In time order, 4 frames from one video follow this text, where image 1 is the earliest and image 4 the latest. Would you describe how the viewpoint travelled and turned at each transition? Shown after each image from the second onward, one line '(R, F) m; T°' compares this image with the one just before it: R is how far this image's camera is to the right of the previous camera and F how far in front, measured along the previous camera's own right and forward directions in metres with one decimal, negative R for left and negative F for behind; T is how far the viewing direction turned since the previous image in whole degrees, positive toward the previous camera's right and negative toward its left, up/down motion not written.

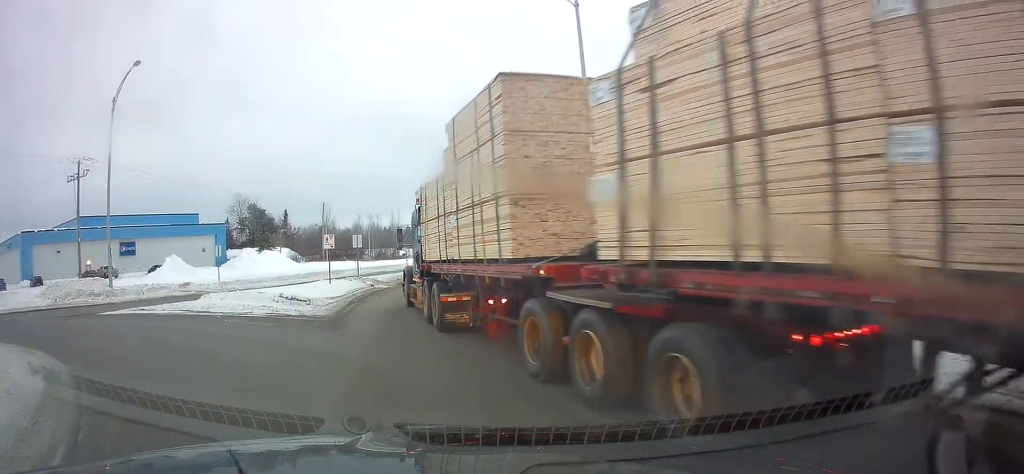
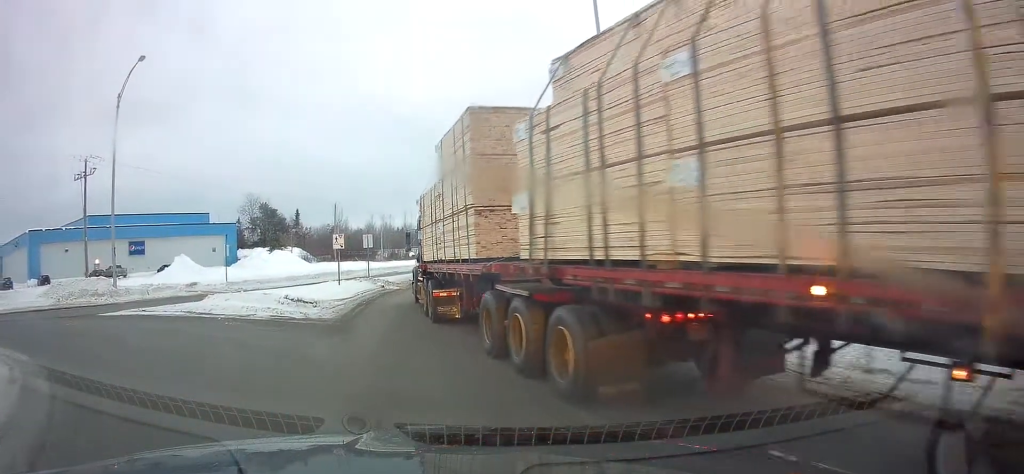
(+0.1, +0.9) m; 0°
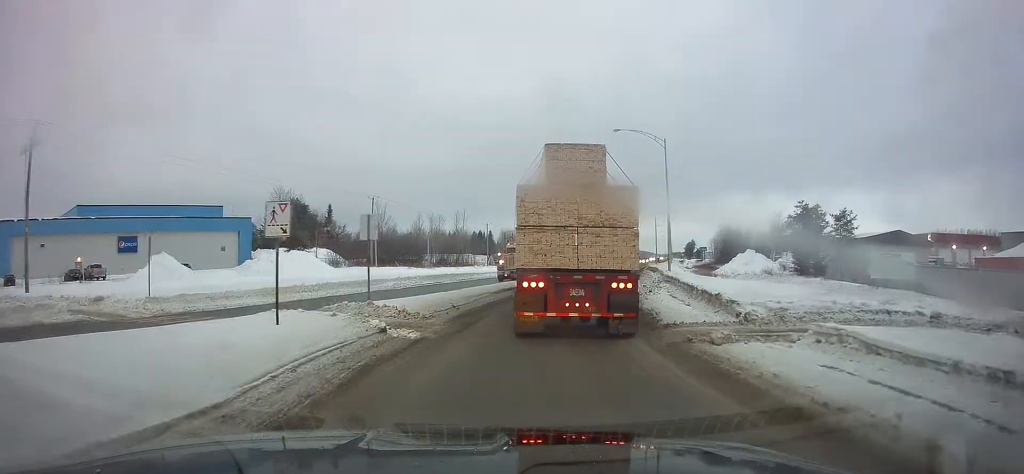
(-1.4, +17.6) m; -3°
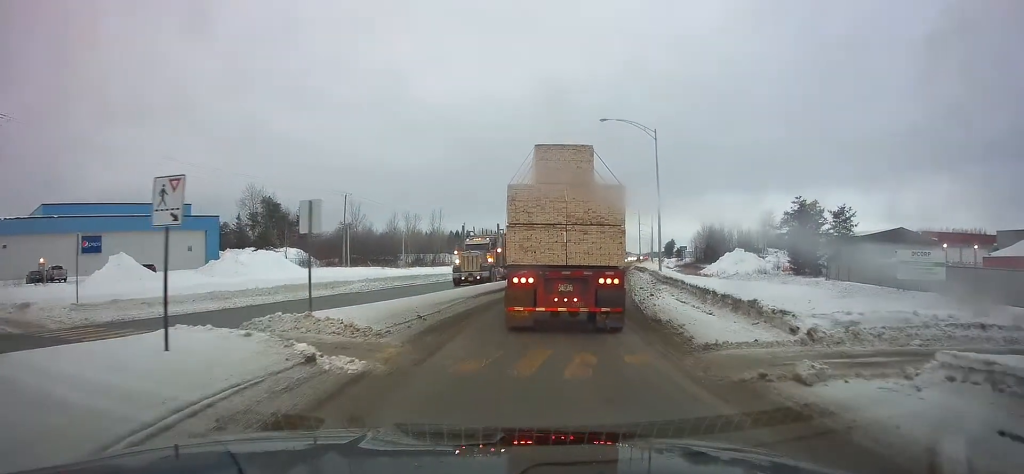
(0.0, +3.8) m; +1°
